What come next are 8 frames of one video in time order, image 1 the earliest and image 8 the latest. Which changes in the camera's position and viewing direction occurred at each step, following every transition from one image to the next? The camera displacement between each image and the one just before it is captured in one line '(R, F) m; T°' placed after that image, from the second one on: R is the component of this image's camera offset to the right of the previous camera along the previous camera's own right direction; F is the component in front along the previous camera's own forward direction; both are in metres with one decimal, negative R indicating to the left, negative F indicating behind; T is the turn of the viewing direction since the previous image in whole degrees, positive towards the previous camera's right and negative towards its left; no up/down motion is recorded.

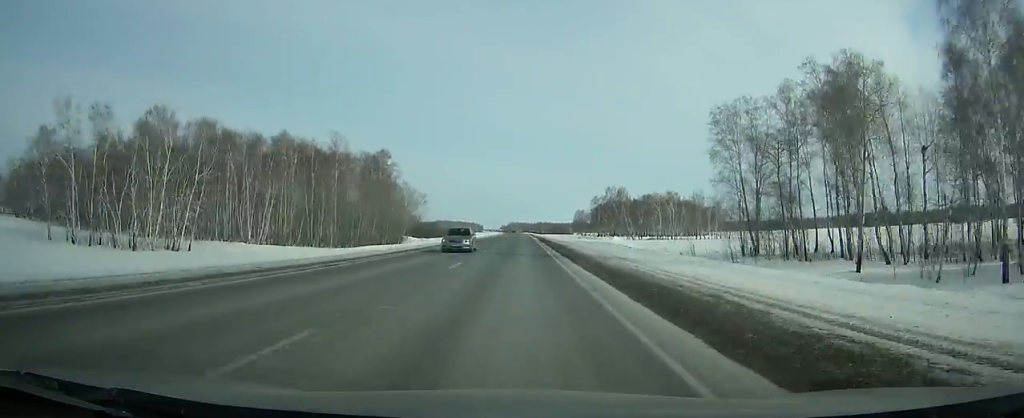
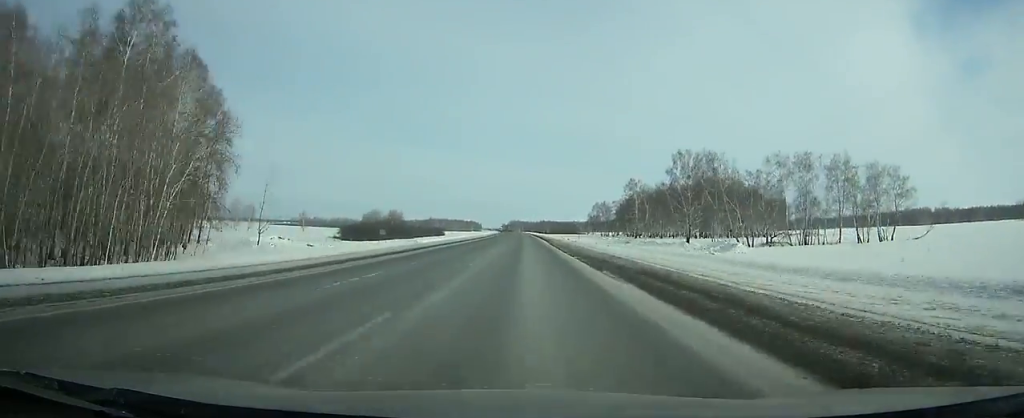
(-0.2, +94.3) m; 0°
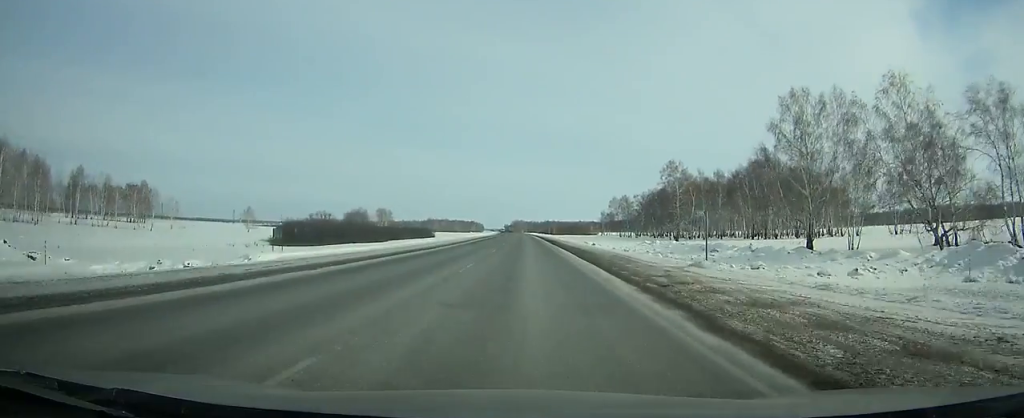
(0.0, +51.3) m; 0°
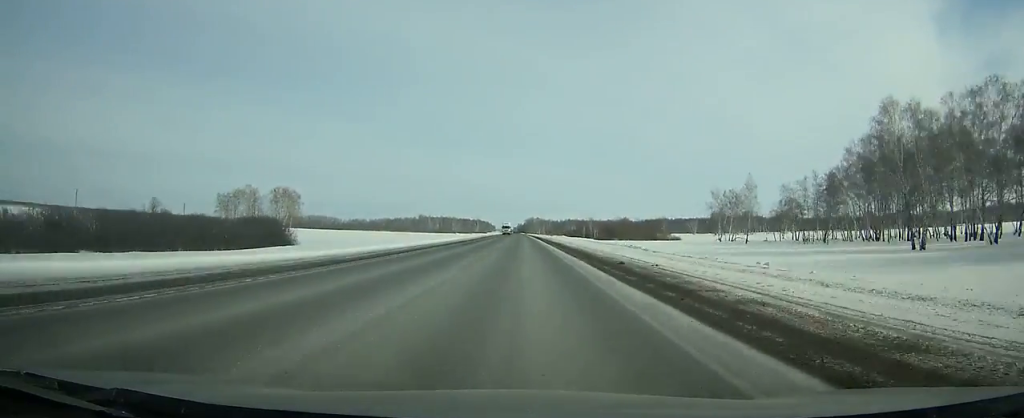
(-1.8, +197.1) m; -1°
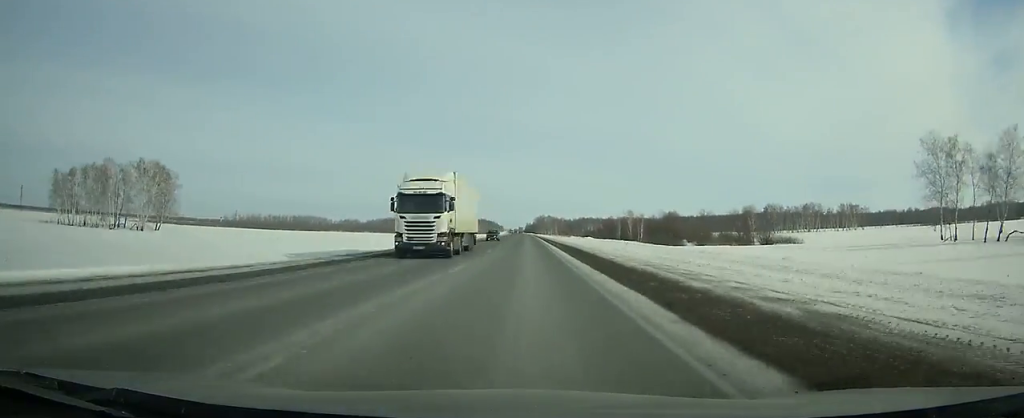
(-0.6, +92.6) m; -1°
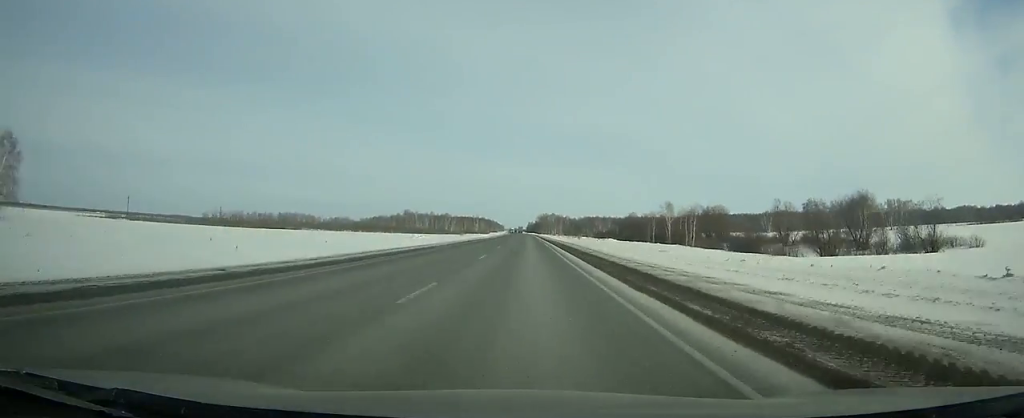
(-0.2, +55.6) m; 0°
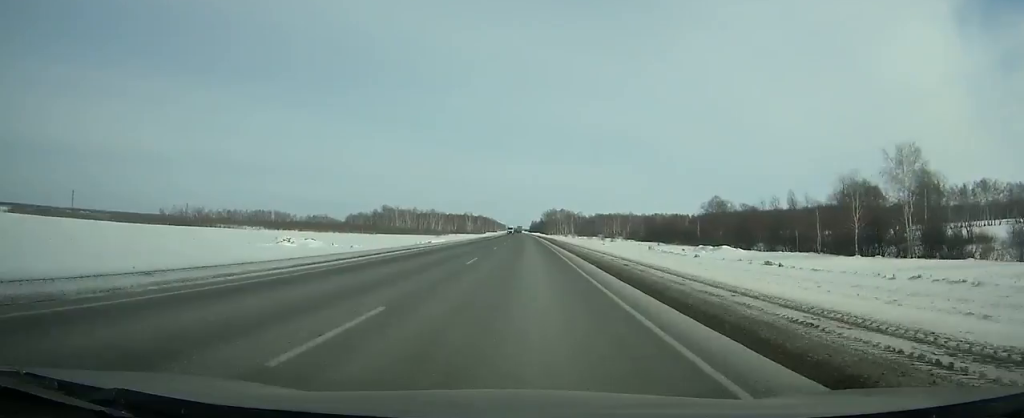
(-0.6, +100.9) m; -1°
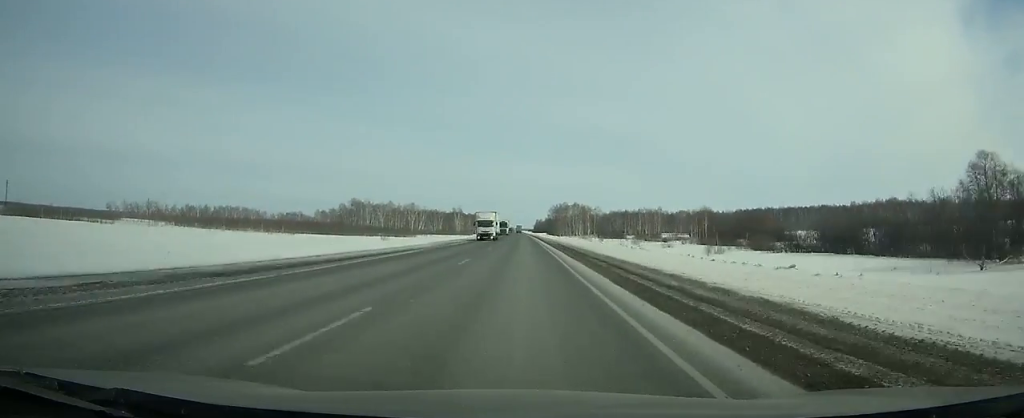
(-0.5, +96.2) m; 0°
